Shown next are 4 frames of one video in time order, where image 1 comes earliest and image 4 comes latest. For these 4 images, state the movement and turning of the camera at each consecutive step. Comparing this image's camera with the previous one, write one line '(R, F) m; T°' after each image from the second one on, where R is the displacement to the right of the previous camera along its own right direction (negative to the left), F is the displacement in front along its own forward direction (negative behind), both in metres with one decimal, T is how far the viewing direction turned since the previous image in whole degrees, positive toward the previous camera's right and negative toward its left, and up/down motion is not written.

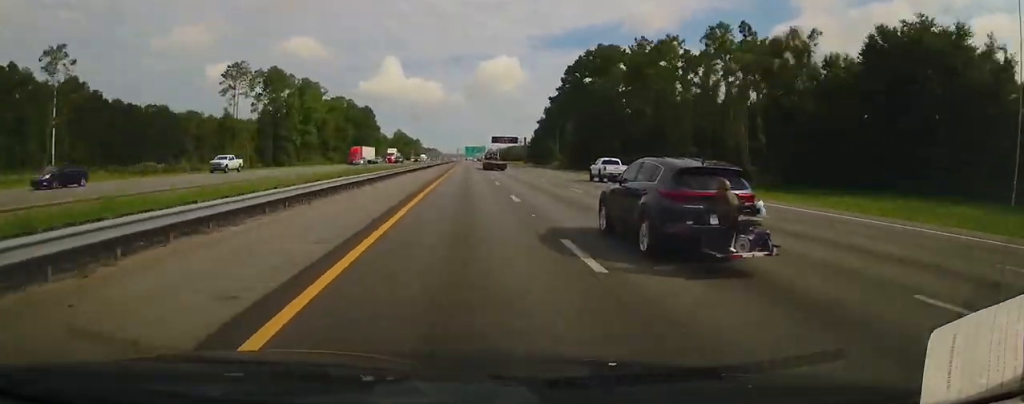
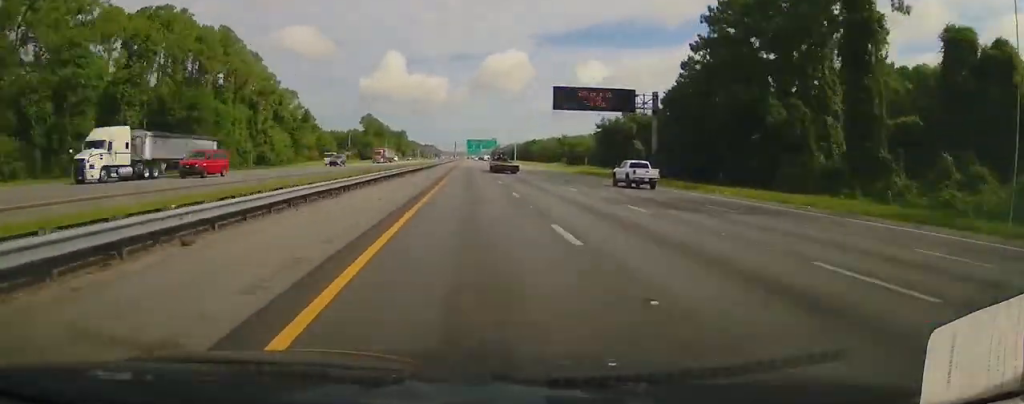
(-0.8, +145.1) m; 0°
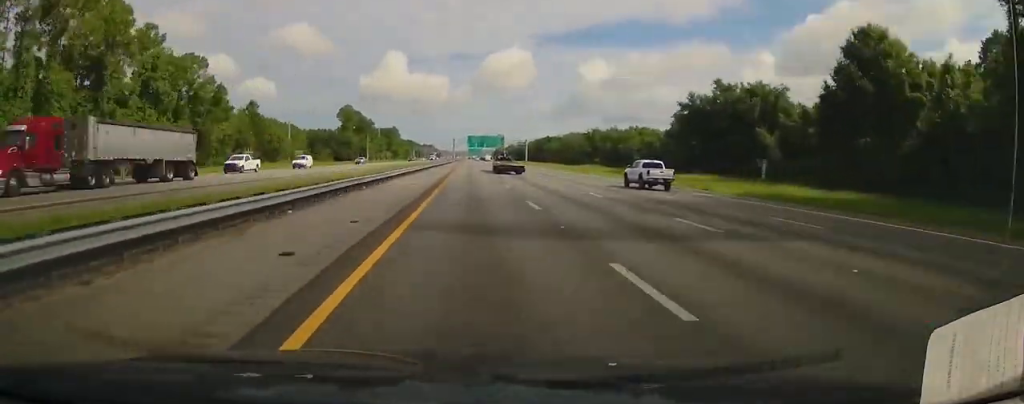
(-0.1, +48.6) m; 0°
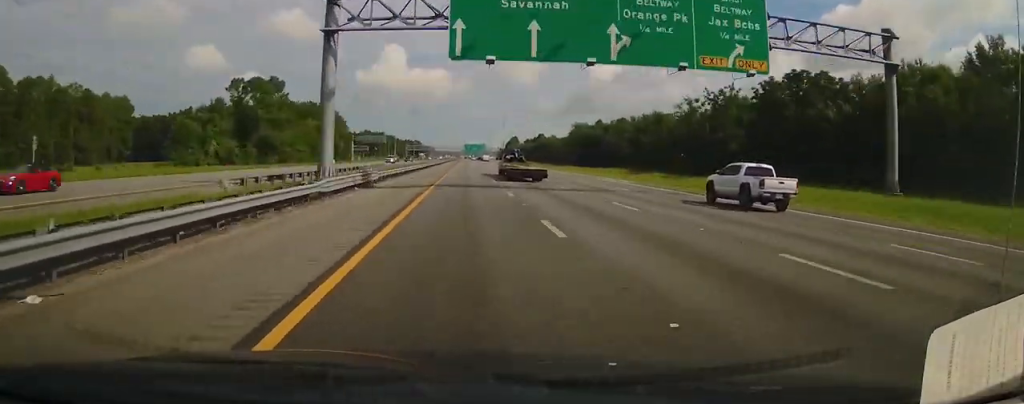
(+1.0, +222.8) m; 0°
